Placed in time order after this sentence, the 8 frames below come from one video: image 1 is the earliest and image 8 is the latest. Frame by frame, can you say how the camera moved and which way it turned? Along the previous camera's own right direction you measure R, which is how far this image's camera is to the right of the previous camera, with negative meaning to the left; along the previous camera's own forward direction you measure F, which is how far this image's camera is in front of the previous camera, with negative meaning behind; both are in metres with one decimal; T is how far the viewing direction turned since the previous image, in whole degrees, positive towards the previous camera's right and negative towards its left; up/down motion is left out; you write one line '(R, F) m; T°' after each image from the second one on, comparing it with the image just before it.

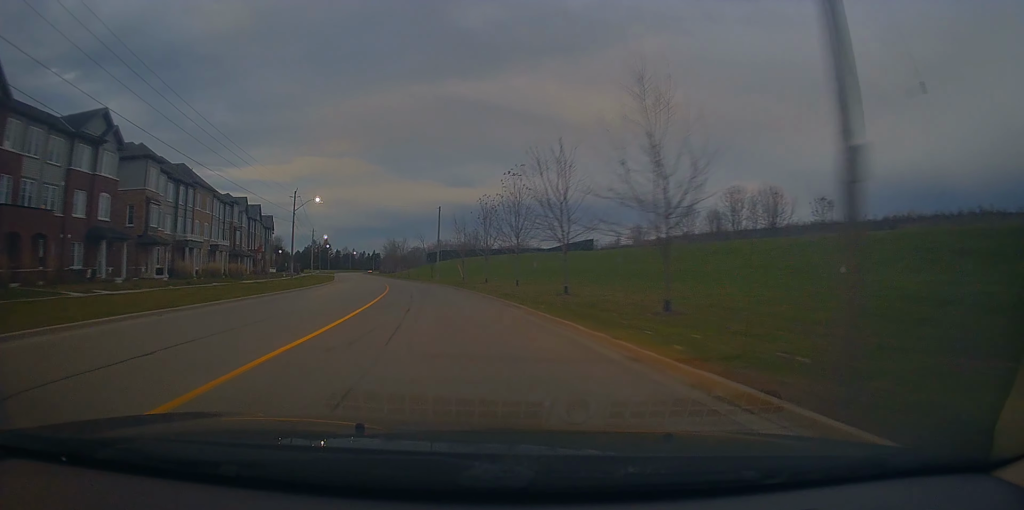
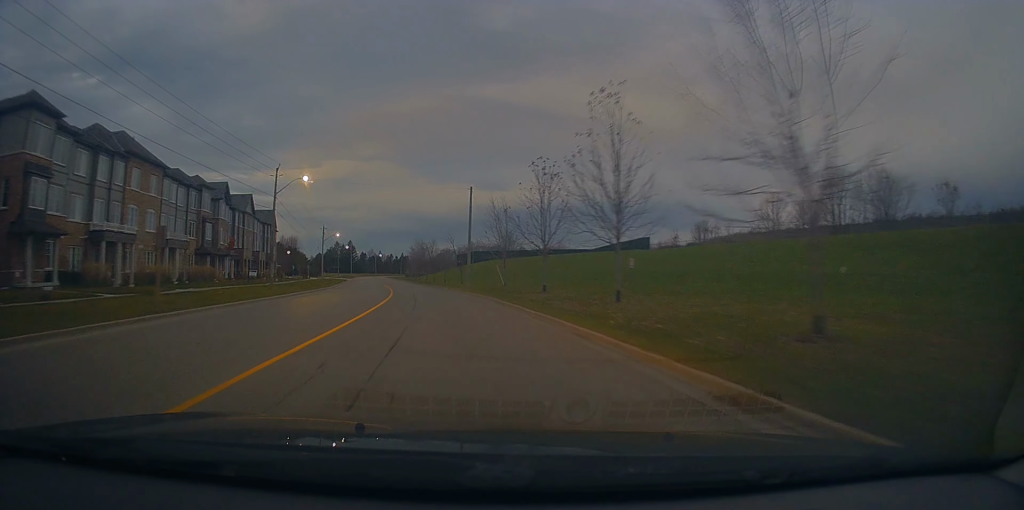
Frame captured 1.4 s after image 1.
(-0.8, +17.5) m; -5°
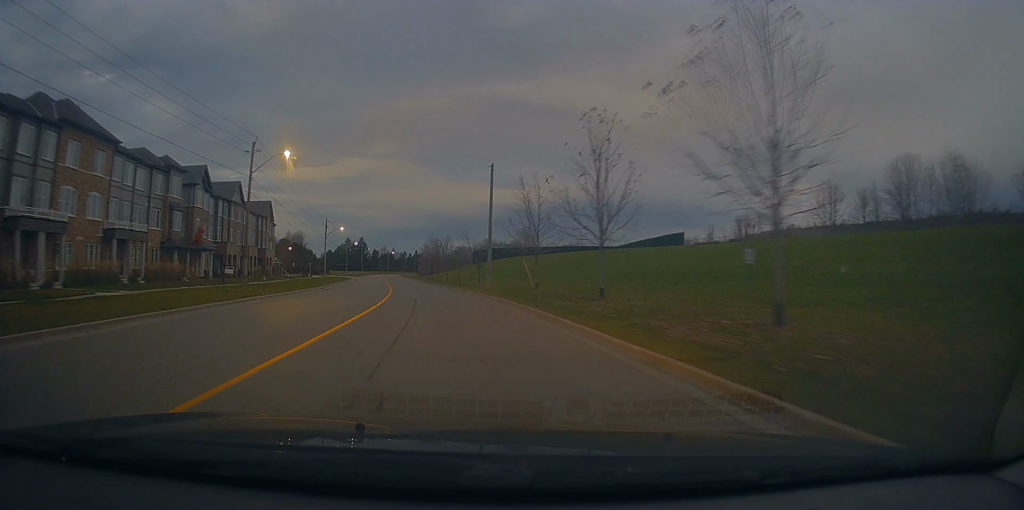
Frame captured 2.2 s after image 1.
(-0.1, +9.7) m; -1°
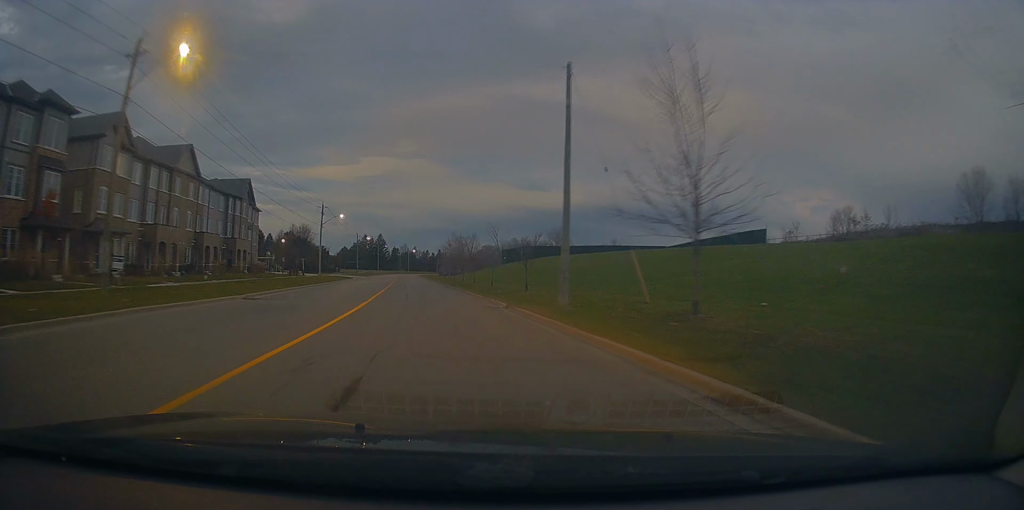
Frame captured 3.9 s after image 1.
(-0.5, +20.1) m; -3°
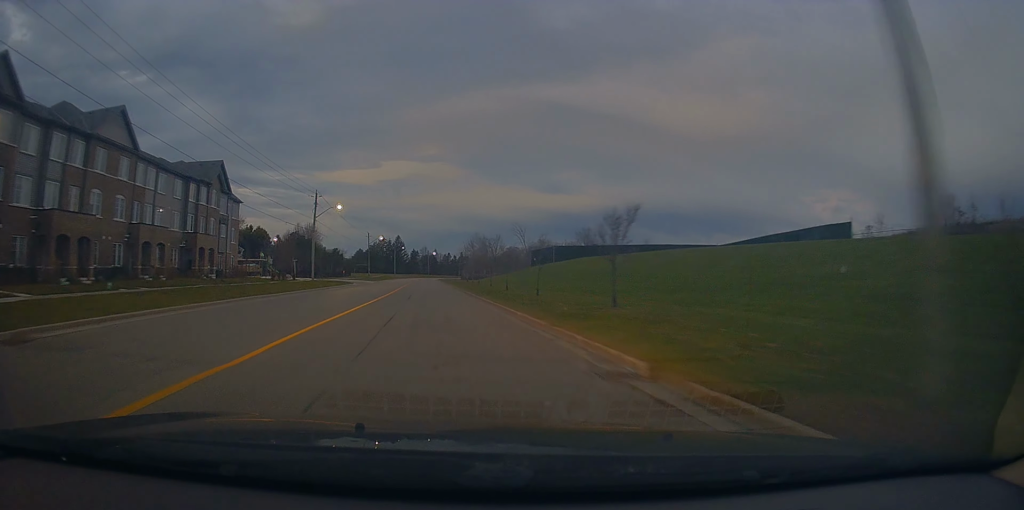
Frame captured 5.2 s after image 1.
(-0.1, +15.6) m; -2°
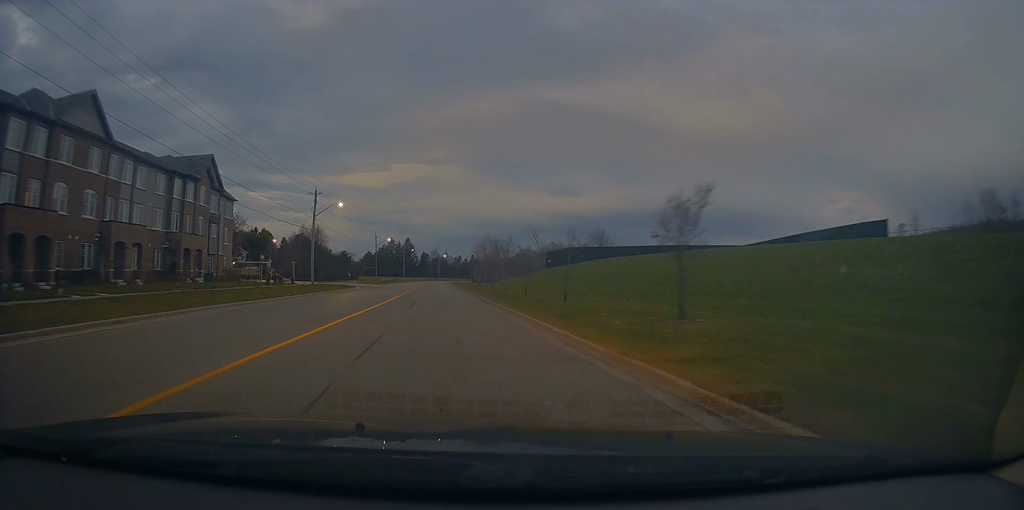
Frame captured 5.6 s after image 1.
(0.0, +5.2) m; -1°
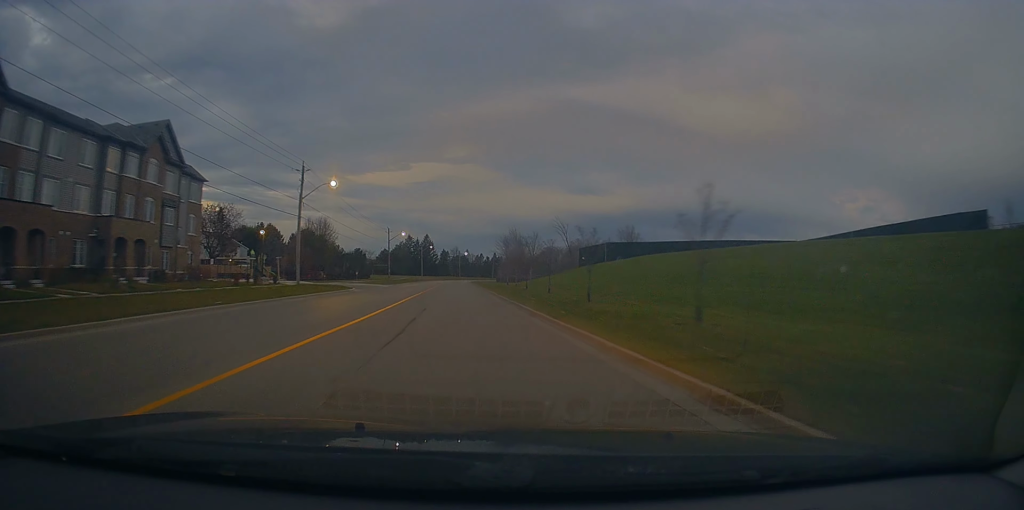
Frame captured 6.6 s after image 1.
(-0.5, +13.6) m; -1°
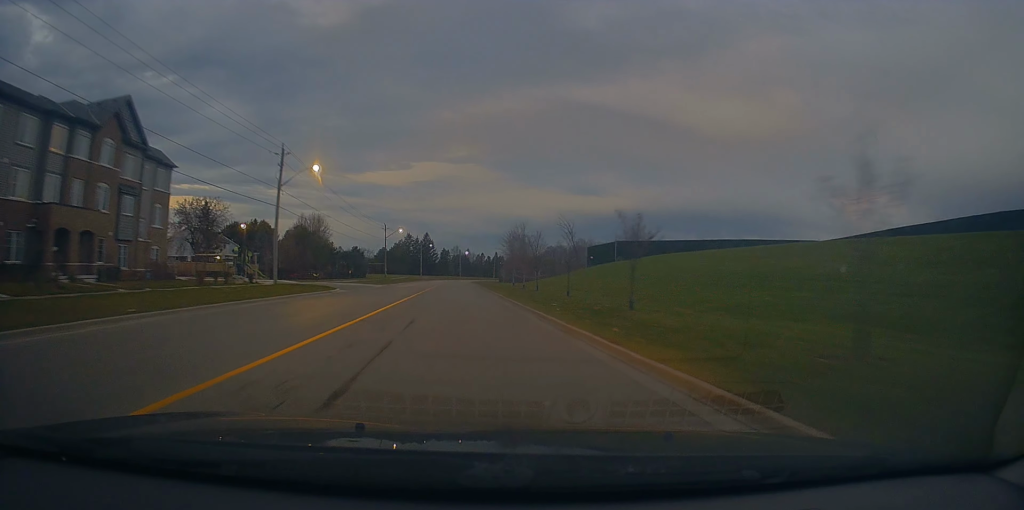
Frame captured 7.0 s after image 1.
(+0.2, +6.6) m; 0°
